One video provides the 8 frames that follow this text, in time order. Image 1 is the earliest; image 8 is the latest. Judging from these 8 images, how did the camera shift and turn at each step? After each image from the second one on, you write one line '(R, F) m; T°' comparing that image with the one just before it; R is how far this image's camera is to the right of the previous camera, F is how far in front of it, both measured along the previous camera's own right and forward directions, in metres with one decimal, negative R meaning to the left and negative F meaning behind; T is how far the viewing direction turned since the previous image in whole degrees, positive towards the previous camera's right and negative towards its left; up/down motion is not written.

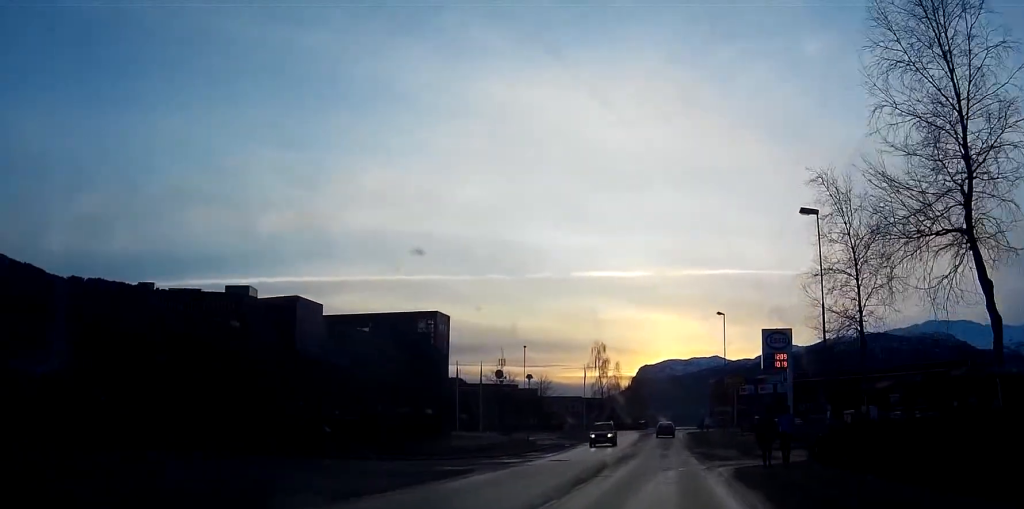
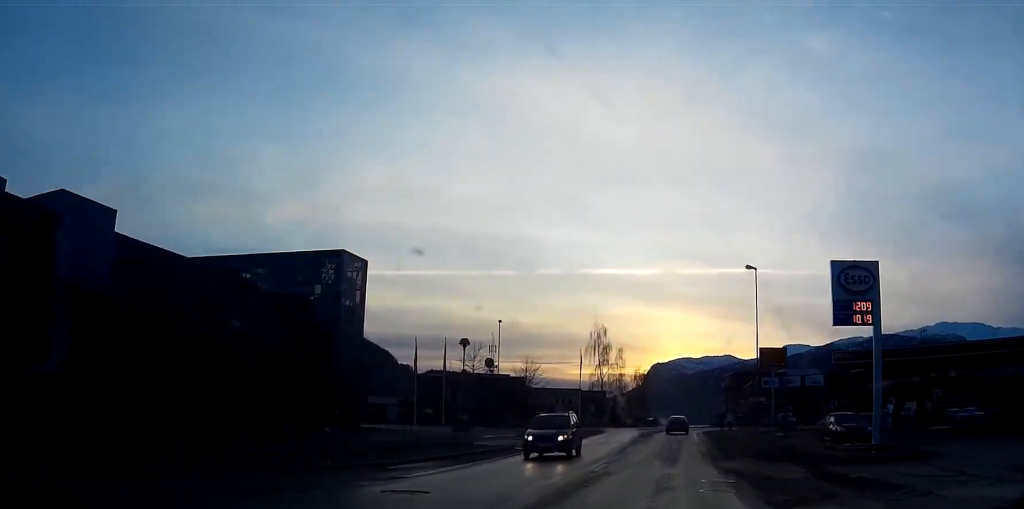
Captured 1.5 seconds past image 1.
(+0.1, +19.6) m; 0°
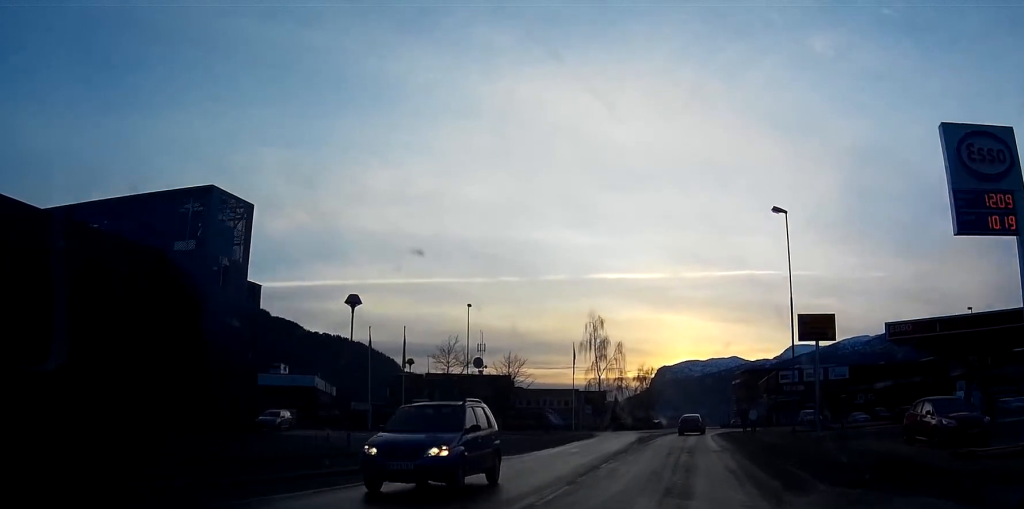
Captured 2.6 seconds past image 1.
(-0.1, +13.4) m; -1°
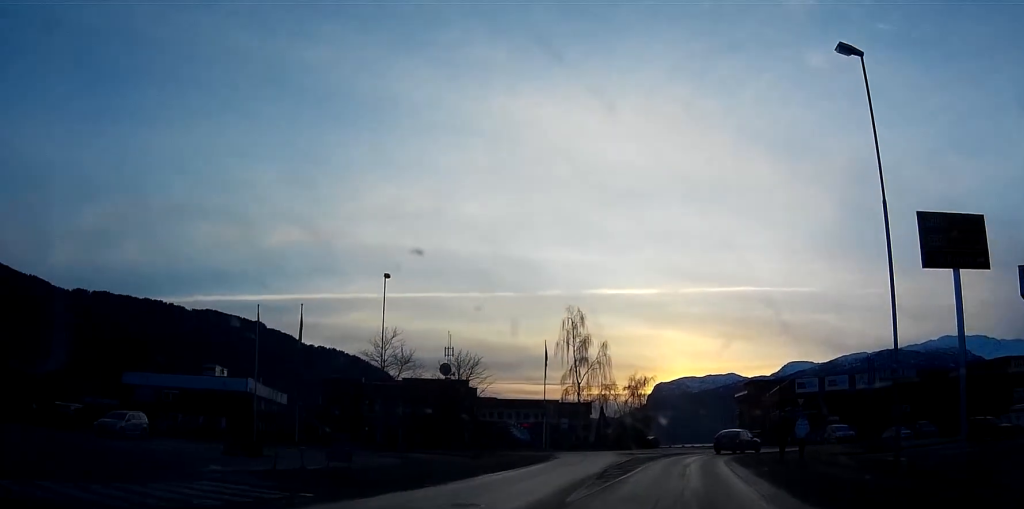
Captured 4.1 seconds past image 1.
(-0.1, +17.9) m; 0°
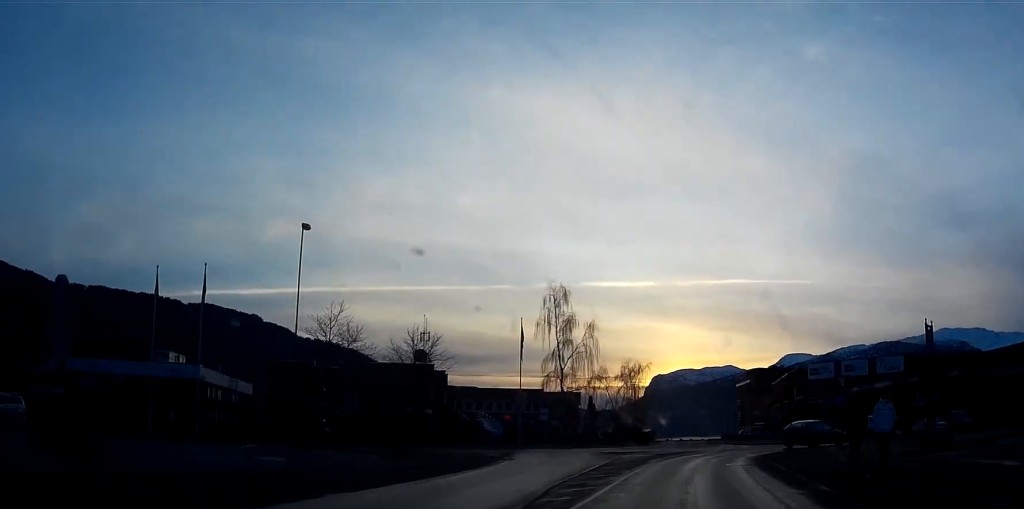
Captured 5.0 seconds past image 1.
(0.0, +10.5) m; +1°
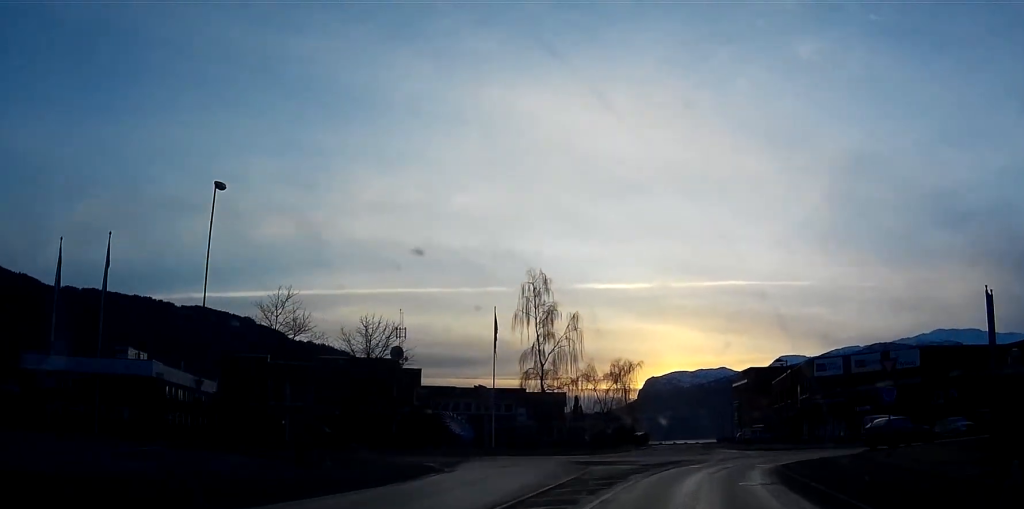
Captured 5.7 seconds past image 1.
(0.0, +7.5) m; +1°
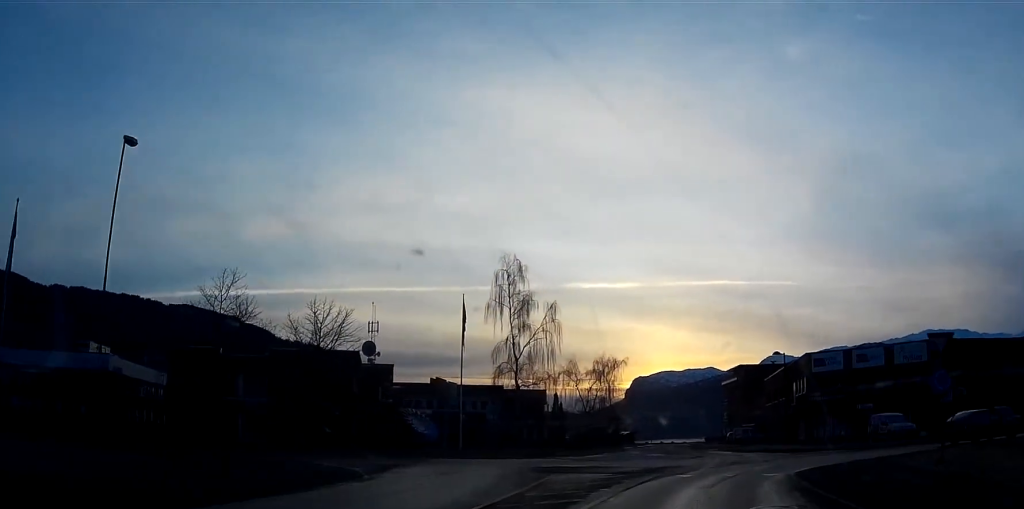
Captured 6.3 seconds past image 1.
(+0.1, +5.3) m; +2°
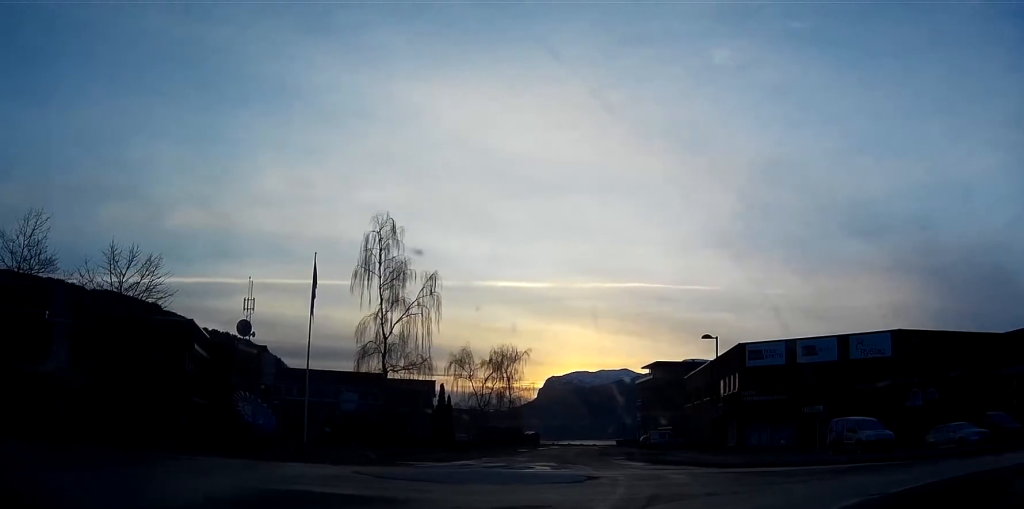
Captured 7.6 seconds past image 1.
(+0.5, +11.6) m; +8°
